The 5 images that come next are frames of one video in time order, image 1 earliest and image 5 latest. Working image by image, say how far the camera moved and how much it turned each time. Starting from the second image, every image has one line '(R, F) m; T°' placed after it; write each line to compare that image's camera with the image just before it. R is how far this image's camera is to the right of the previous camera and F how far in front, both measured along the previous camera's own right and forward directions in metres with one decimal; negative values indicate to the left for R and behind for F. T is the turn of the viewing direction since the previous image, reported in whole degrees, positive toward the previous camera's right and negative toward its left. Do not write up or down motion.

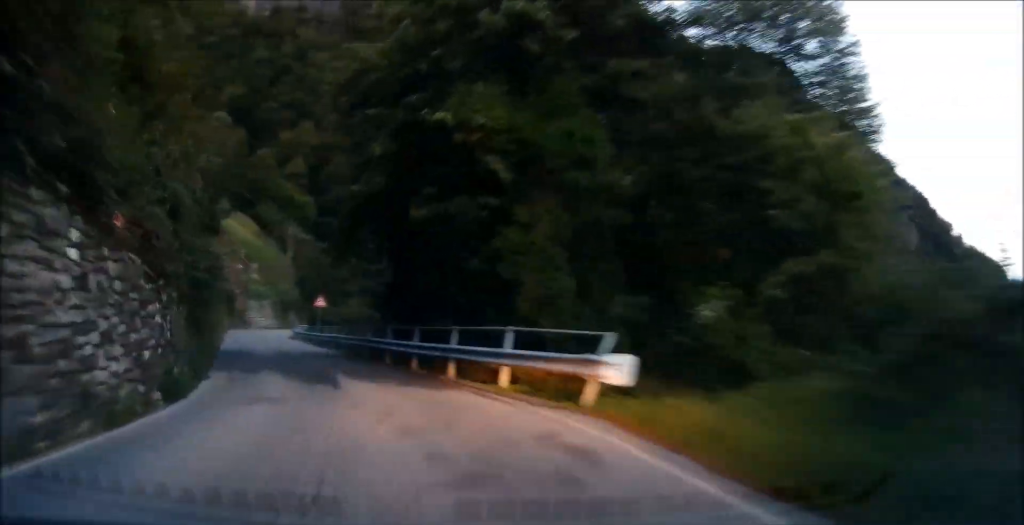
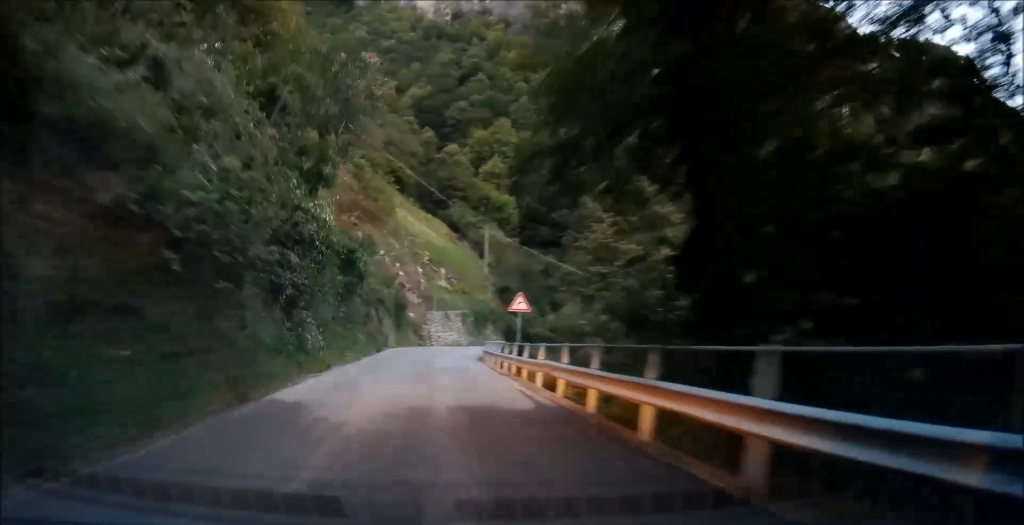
(-1.8, +16.0) m; -12°
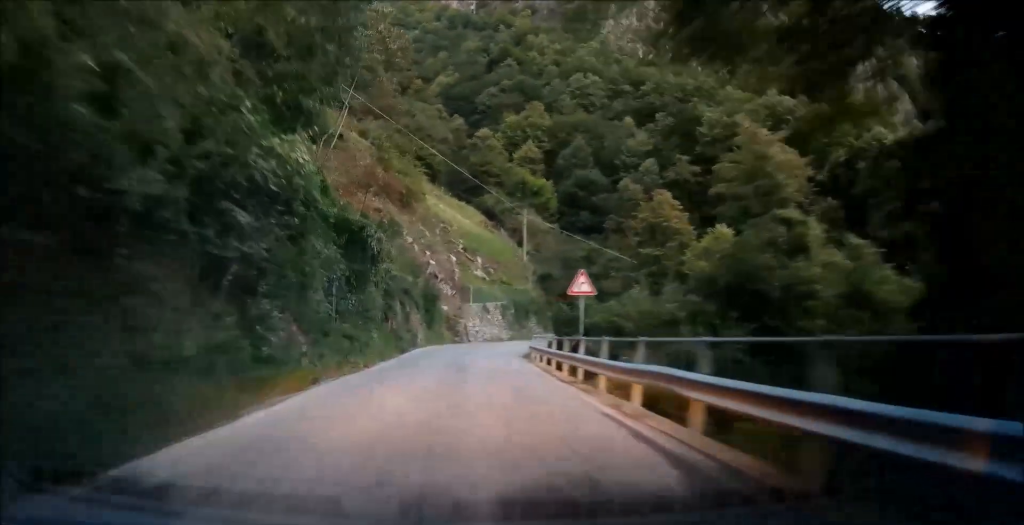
(-0.4, +6.5) m; -3°
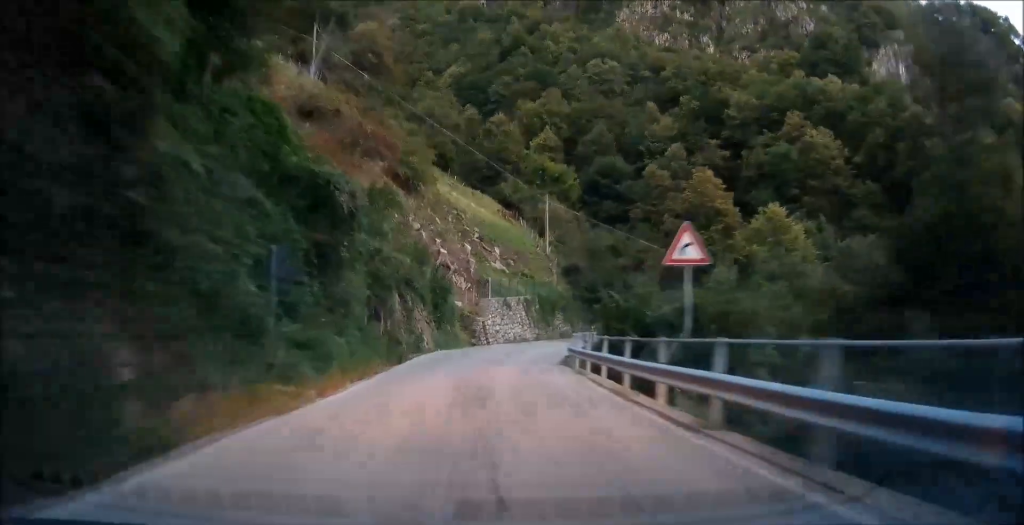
(-0.6, +8.4) m; -4°
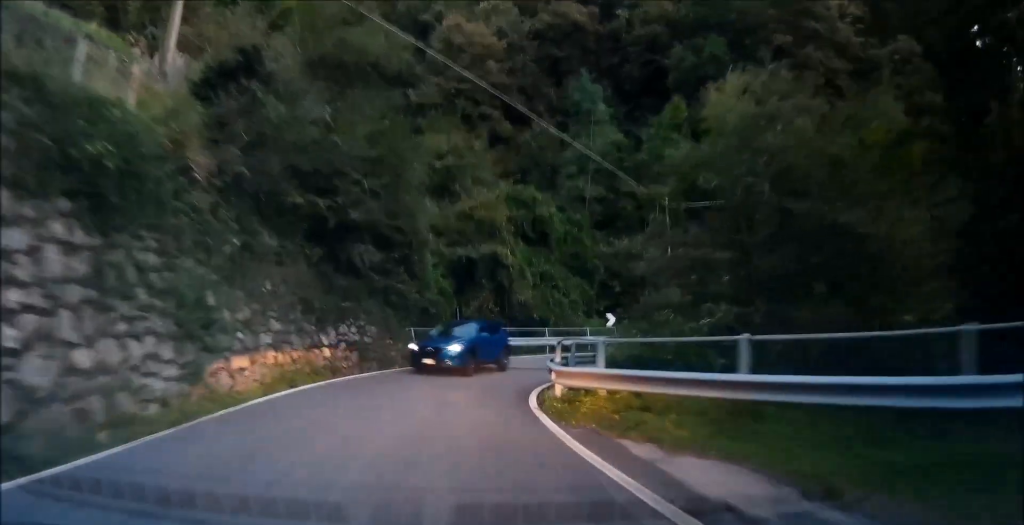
(+6.7, +55.2) m; +16°
